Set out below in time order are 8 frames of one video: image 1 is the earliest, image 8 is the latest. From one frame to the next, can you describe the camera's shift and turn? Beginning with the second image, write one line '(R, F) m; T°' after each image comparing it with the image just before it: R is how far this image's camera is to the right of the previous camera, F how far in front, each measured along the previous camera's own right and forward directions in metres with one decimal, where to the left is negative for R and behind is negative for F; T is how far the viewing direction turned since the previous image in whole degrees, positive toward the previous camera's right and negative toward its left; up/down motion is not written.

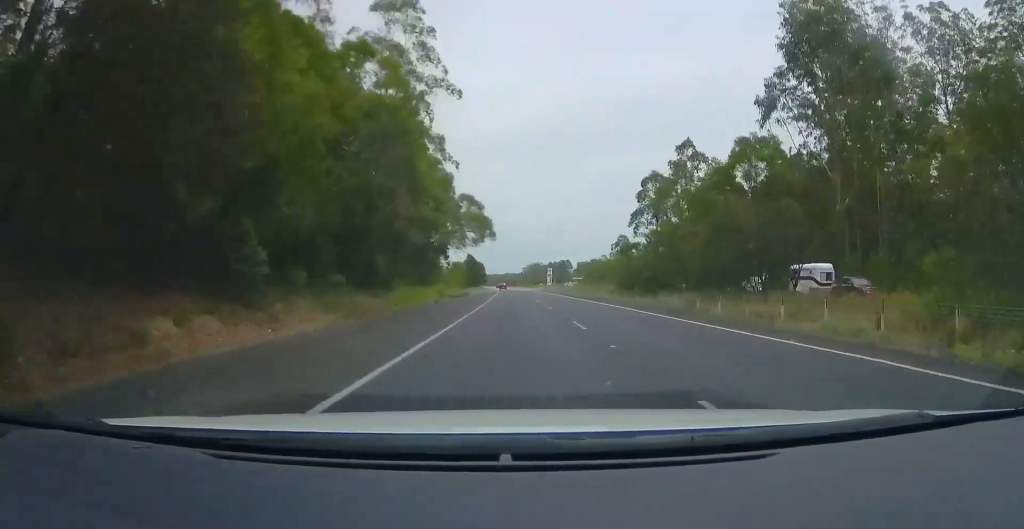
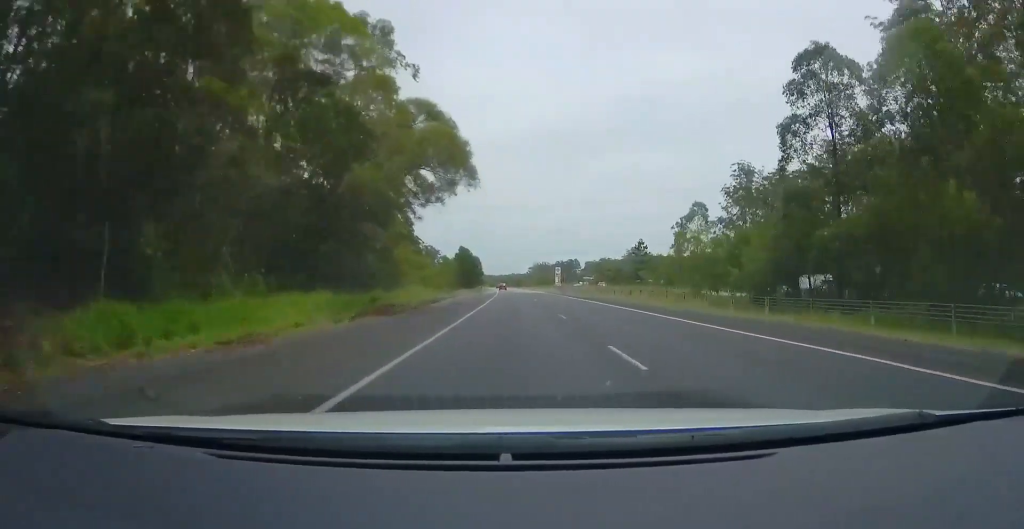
(-0.4, +30.2) m; -1°
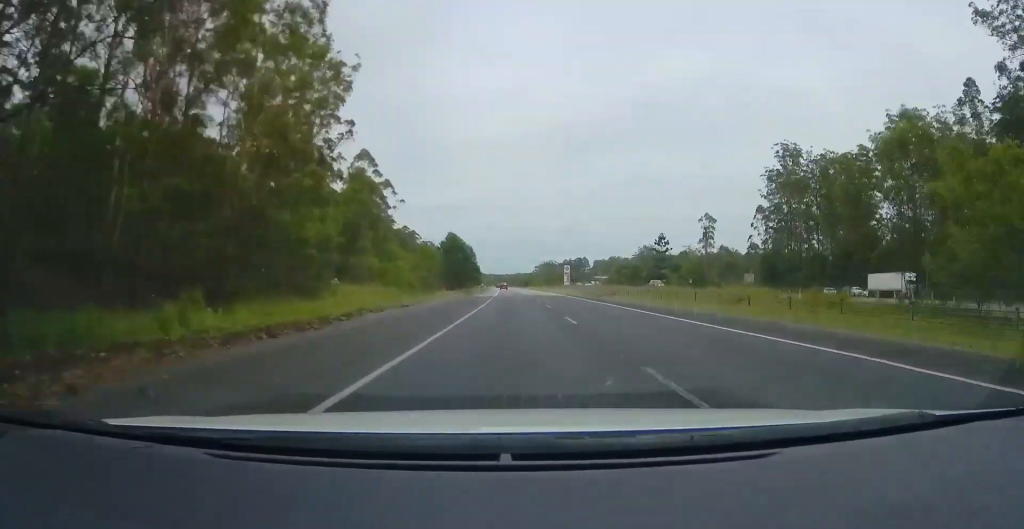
(-0.2, +25.4) m; -1°
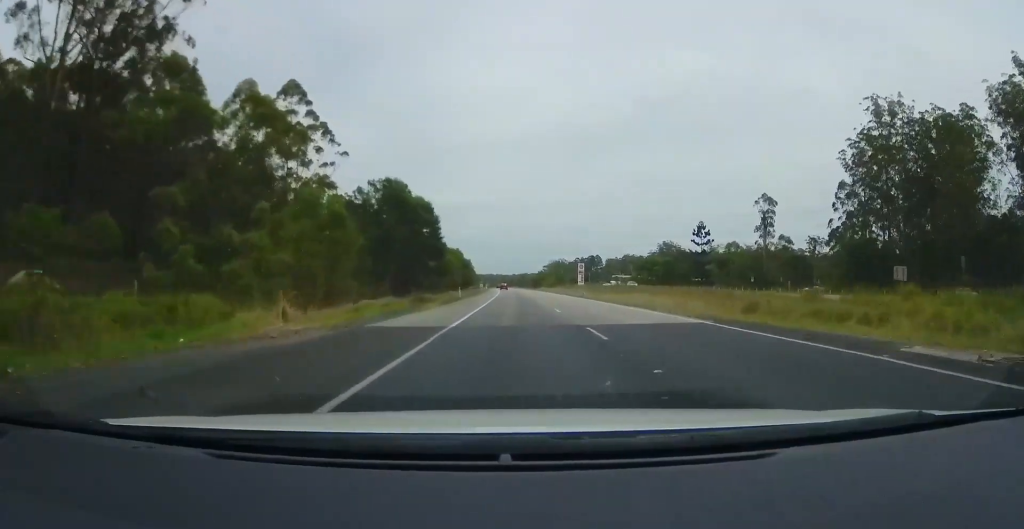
(-0.3, +41.2) m; 0°
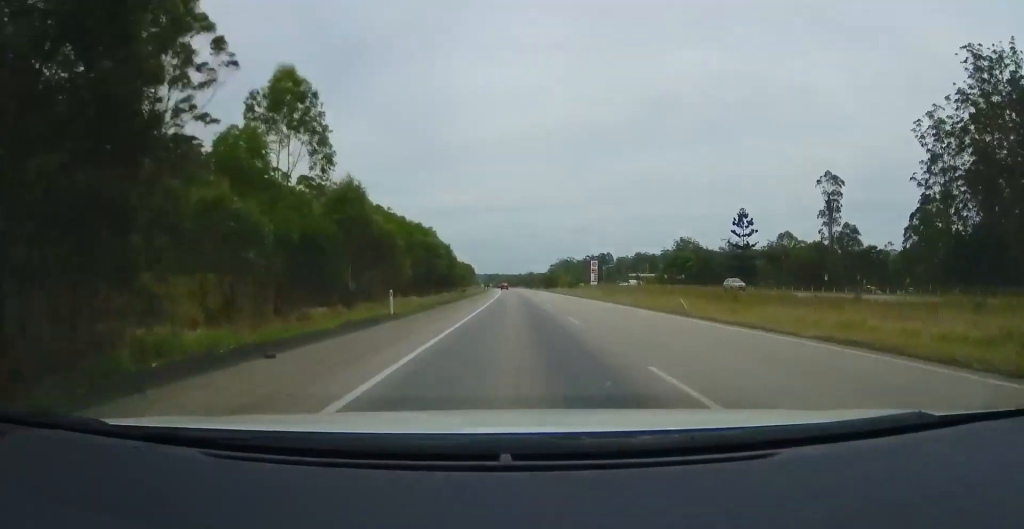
(0.0, +30.2) m; -1°
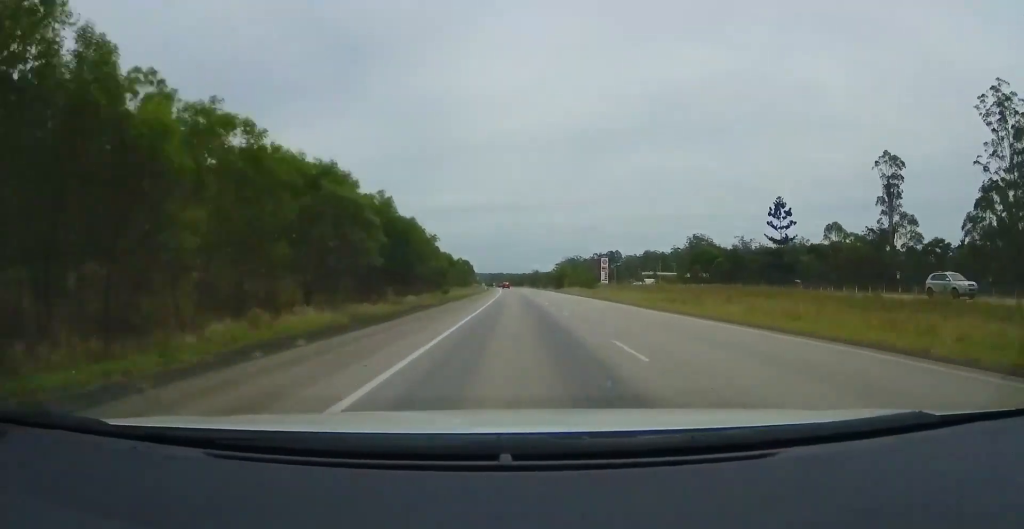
(-0.1, +19.3) m; 0°
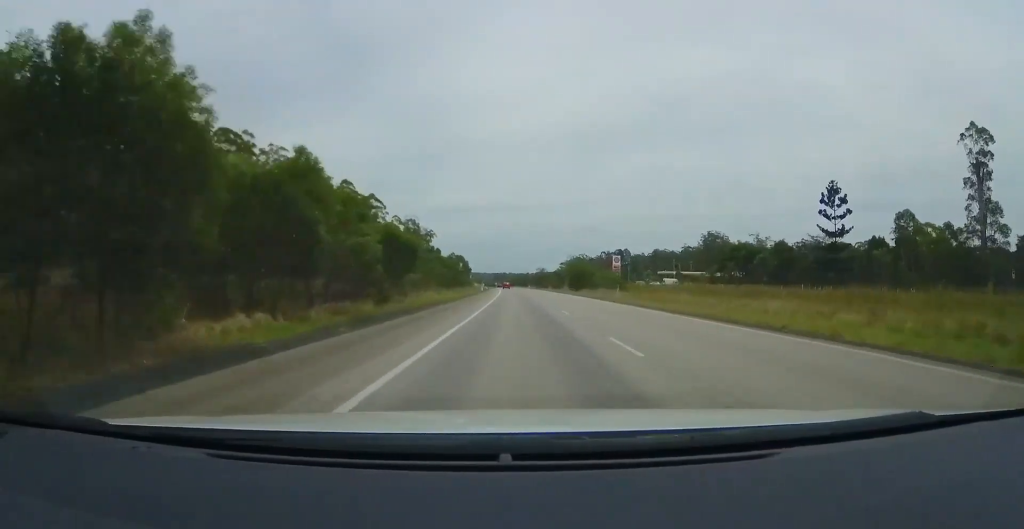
(-0.3, +24.1) m; 0°
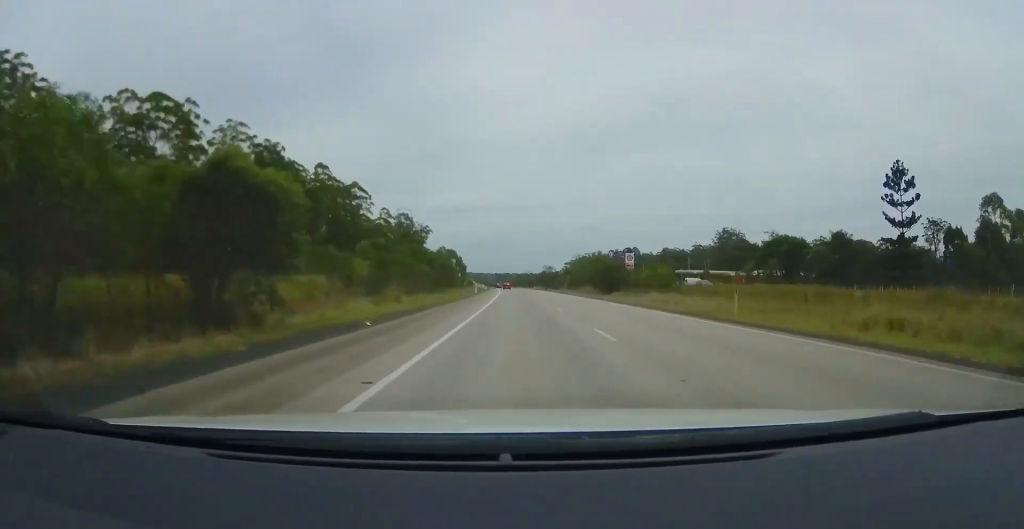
(+0.3, +20.5) m; +1°
